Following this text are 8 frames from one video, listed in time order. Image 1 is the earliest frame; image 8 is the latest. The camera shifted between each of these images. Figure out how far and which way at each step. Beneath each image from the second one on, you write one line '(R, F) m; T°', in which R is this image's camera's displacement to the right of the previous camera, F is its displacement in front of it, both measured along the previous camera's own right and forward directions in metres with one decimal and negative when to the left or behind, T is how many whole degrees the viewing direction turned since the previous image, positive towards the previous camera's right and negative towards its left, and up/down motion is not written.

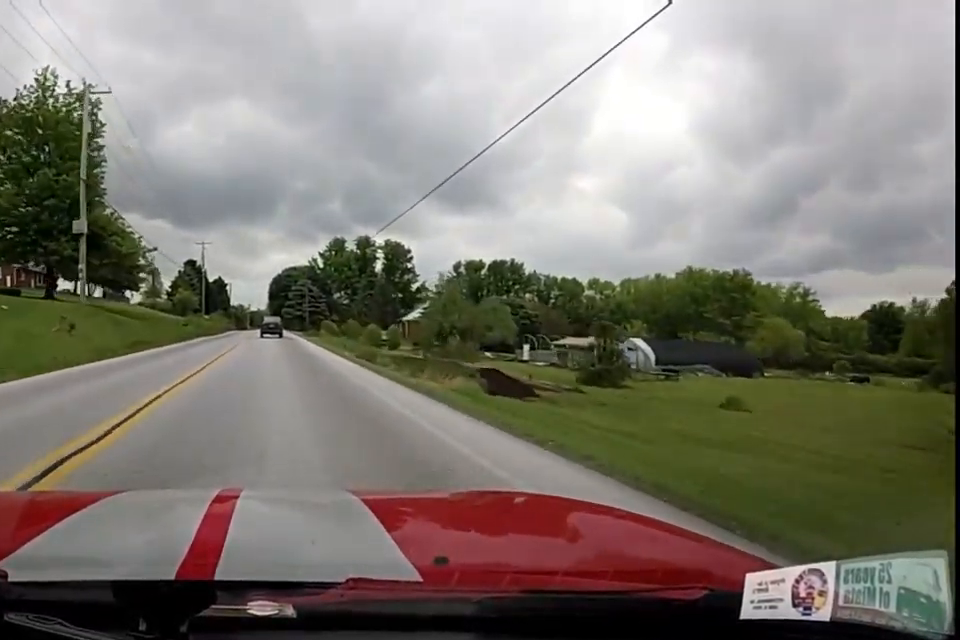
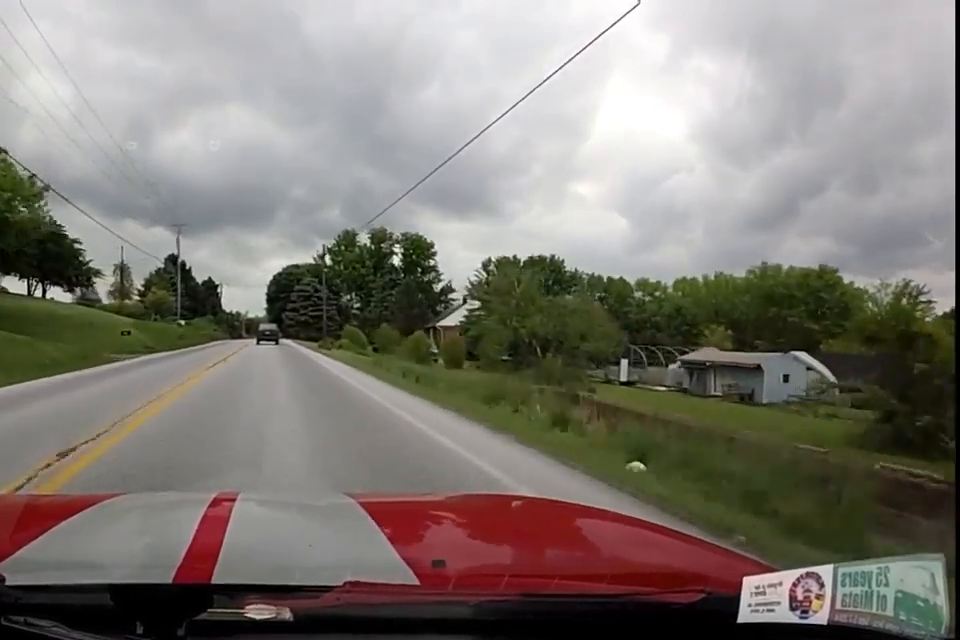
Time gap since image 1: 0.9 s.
(0.0, +22.9) m; 0°
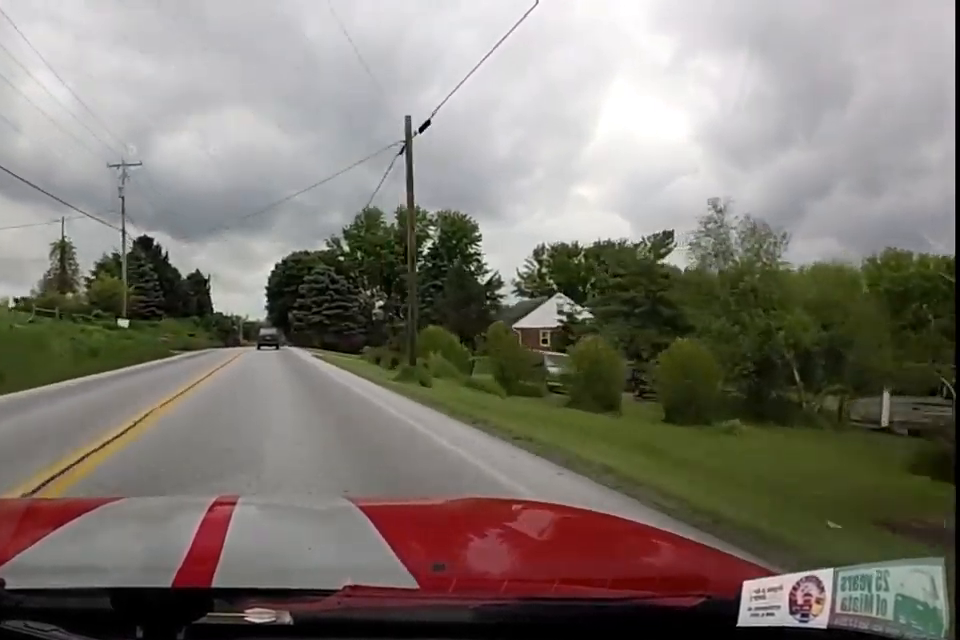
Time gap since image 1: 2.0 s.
(0.0, +26.1) m; +1°
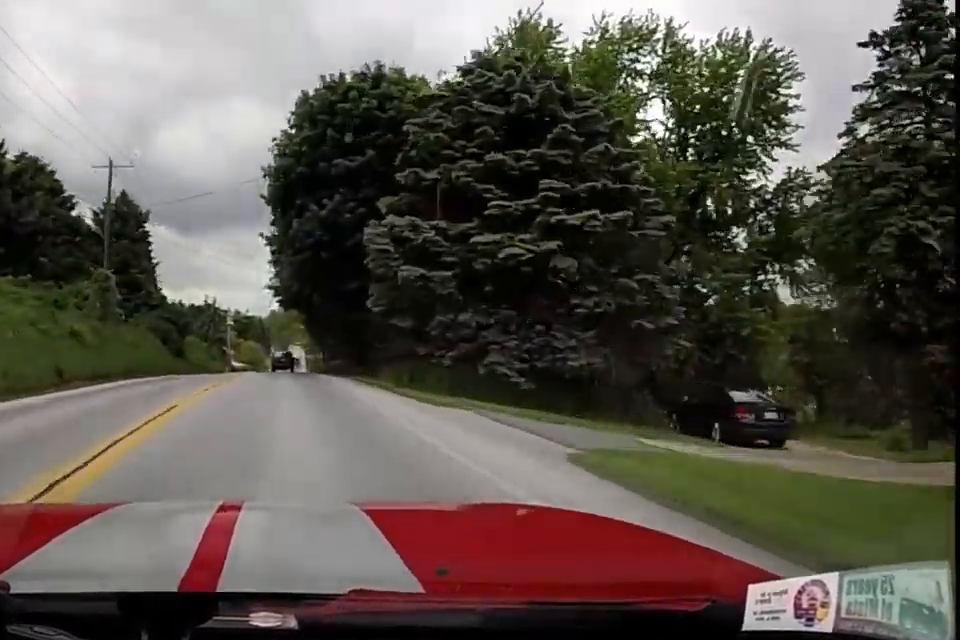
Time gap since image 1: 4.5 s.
(+2.4, +61.2) m; +3°
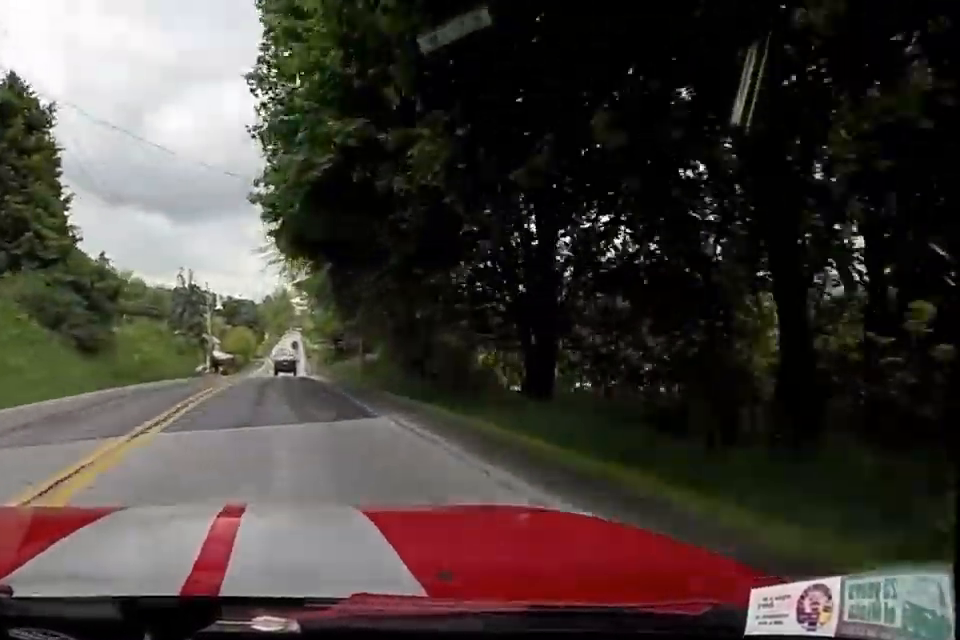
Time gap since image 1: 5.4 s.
(0.0, +23.2) m; 0°
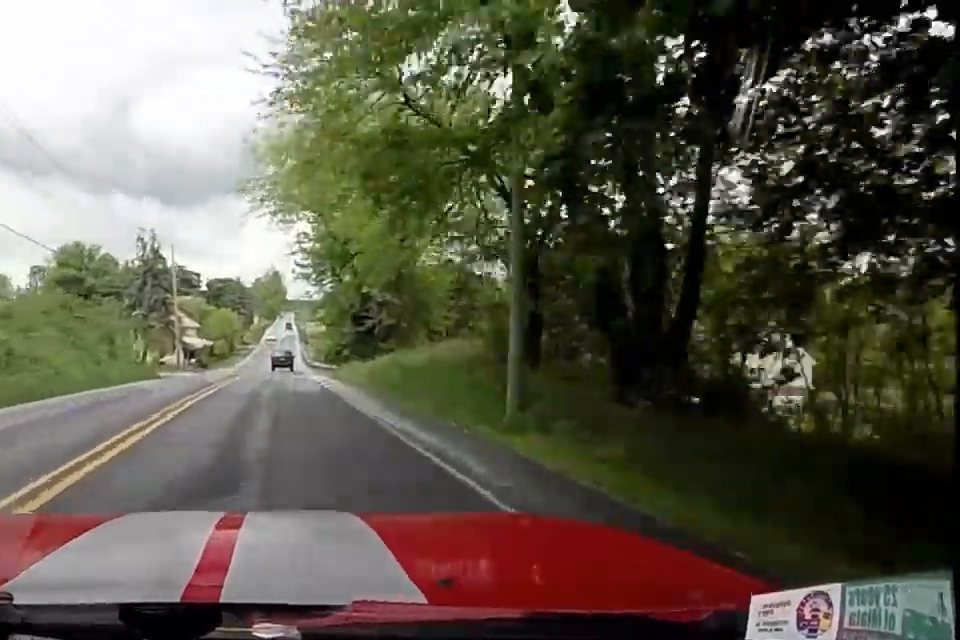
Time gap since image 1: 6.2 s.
(0.0, +19.9) m; 0°
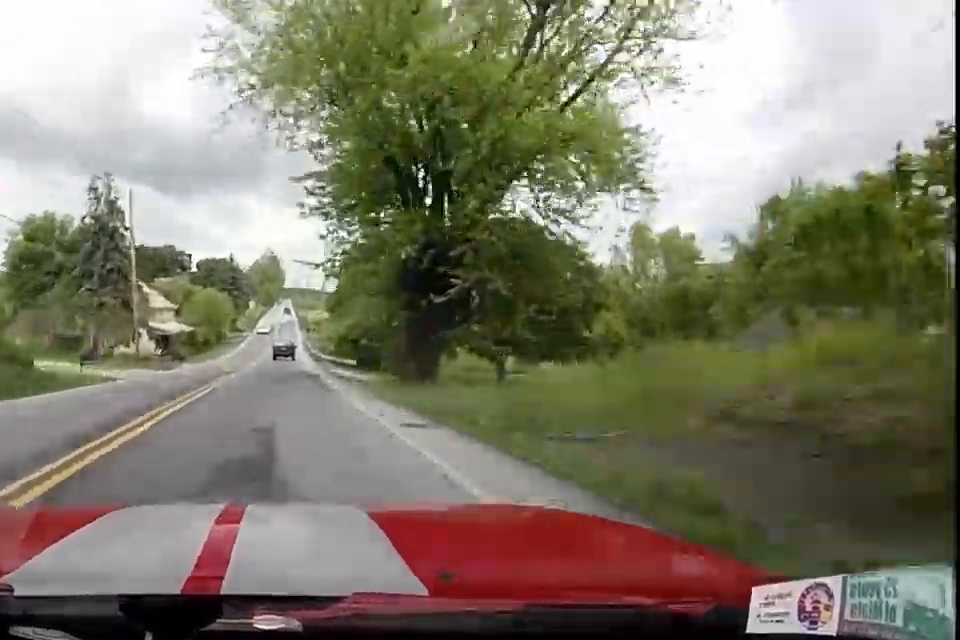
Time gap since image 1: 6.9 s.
(0.0, +16.6) m; 0°
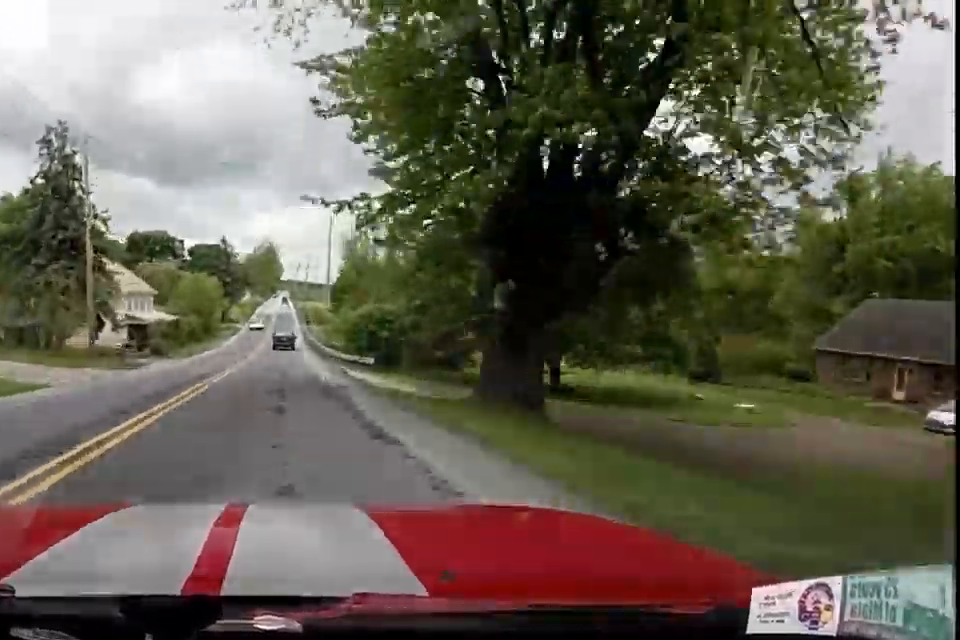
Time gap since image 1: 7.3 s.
(0.0, +9.9) m; 0°
